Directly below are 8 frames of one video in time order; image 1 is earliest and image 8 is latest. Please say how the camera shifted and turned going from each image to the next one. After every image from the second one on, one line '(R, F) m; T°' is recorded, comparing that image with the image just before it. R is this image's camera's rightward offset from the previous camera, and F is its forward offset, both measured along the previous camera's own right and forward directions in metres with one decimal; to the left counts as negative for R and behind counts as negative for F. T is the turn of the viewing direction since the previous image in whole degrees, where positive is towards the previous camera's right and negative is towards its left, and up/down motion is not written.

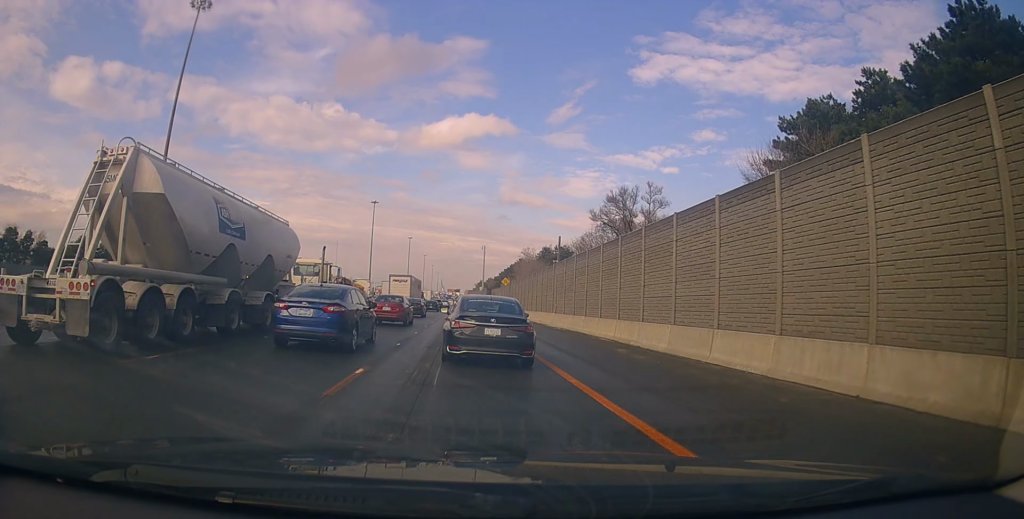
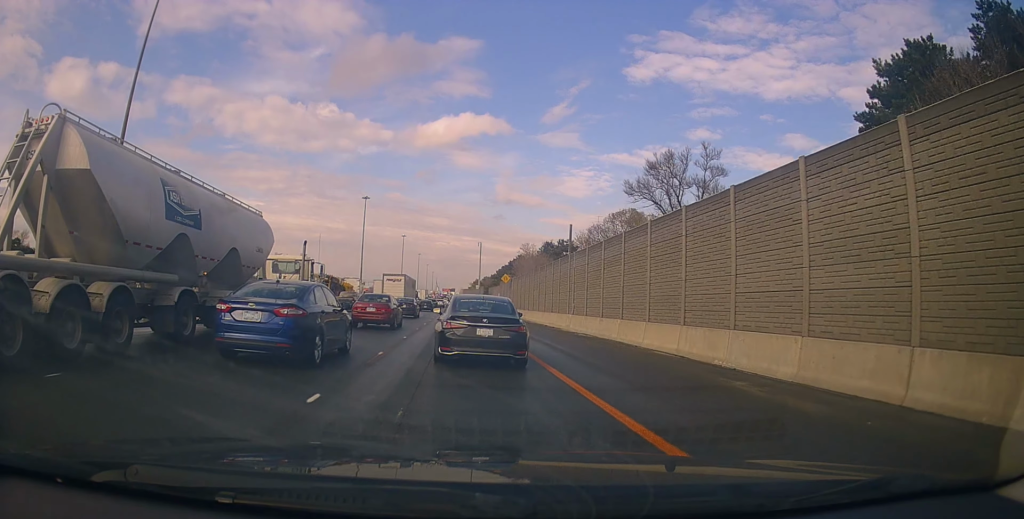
(+0.3, +8.8) m; +4°
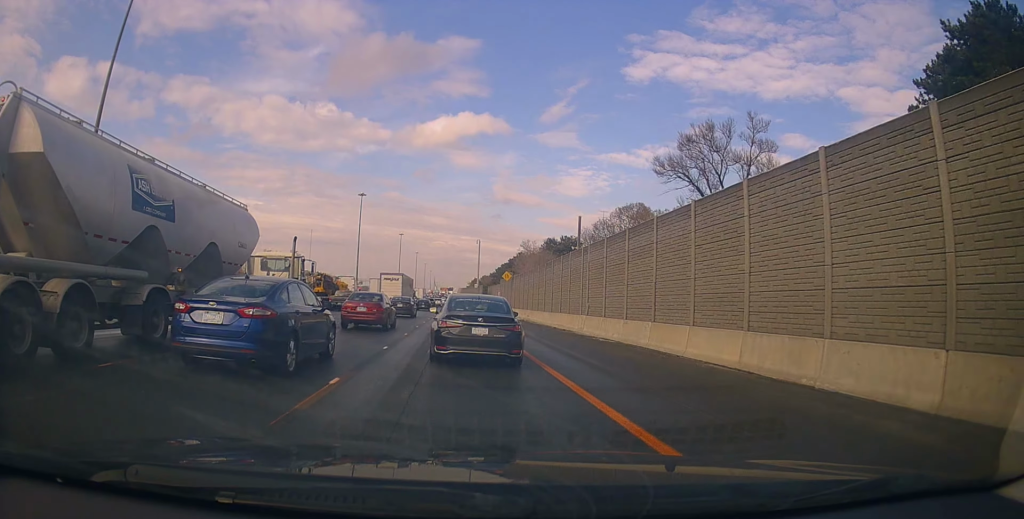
(+0.5, +4.8) m; +1°
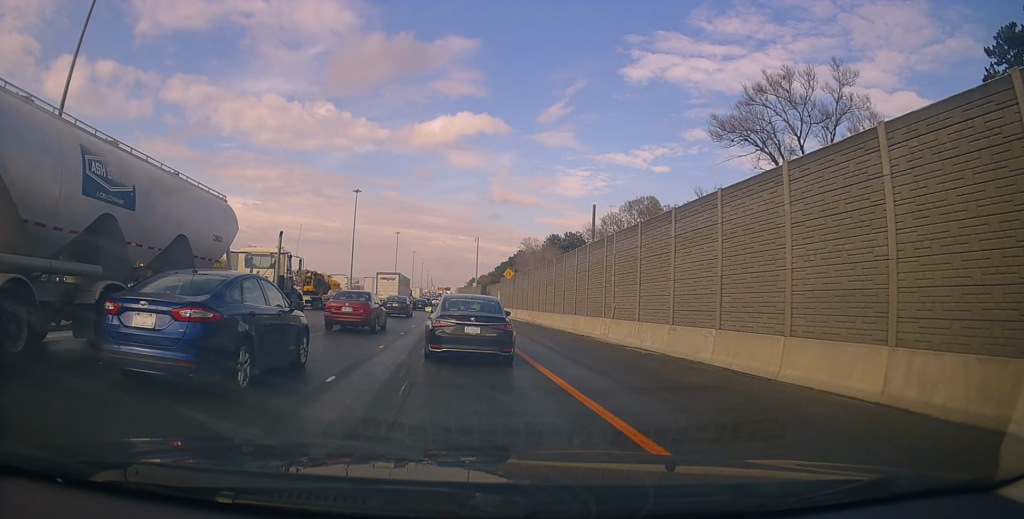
(-0.5, +6.0) m; -3°
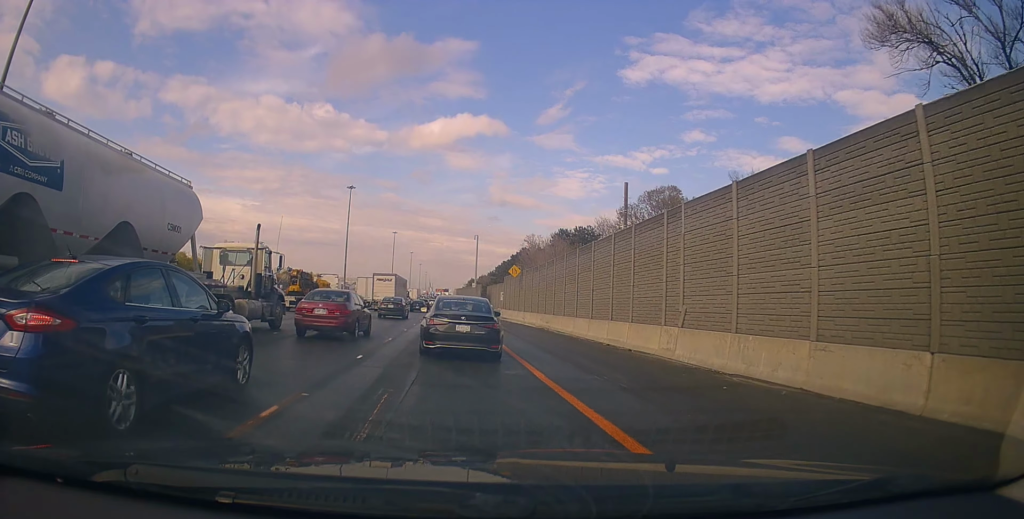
(-0.2, +9.0) m; 0°
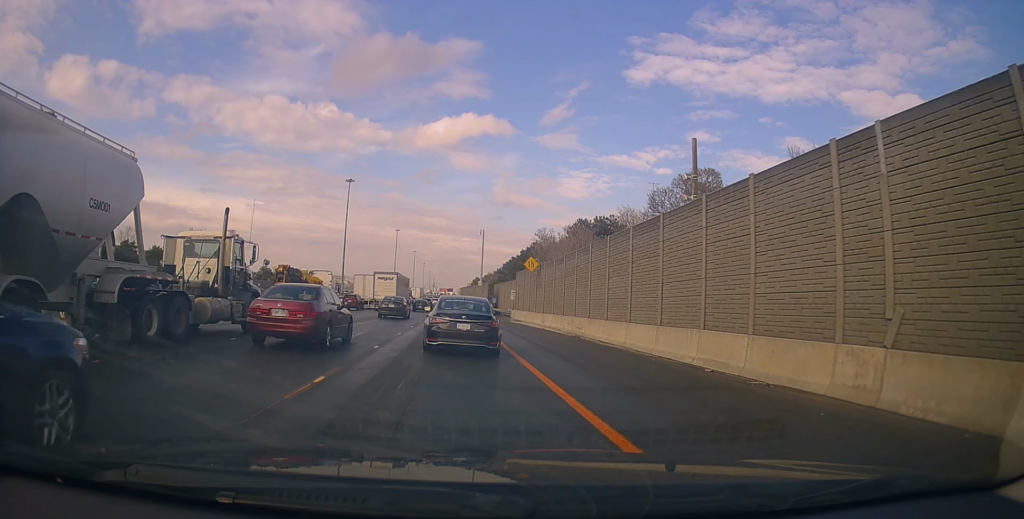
(+0.2, +9.6) m; +2°
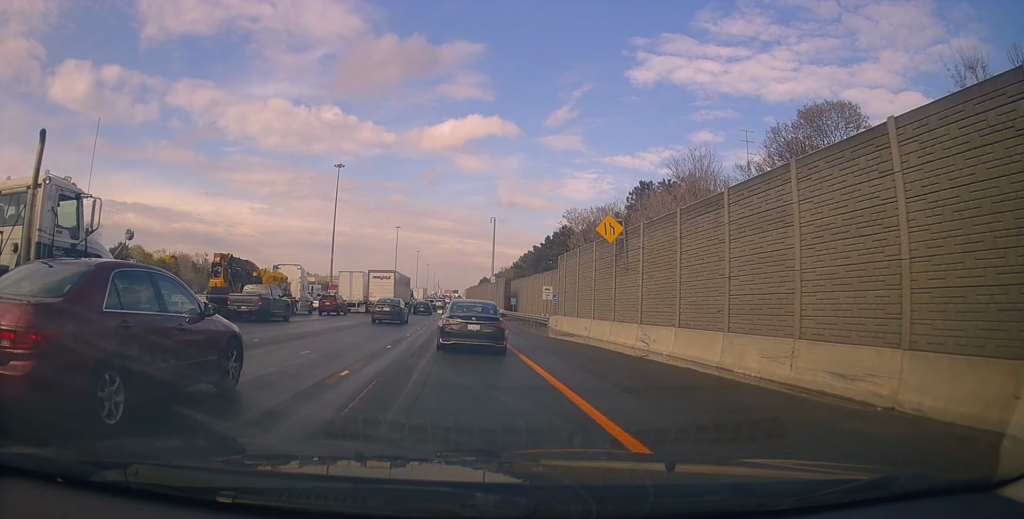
(-0.4, +23.4) m; -2°
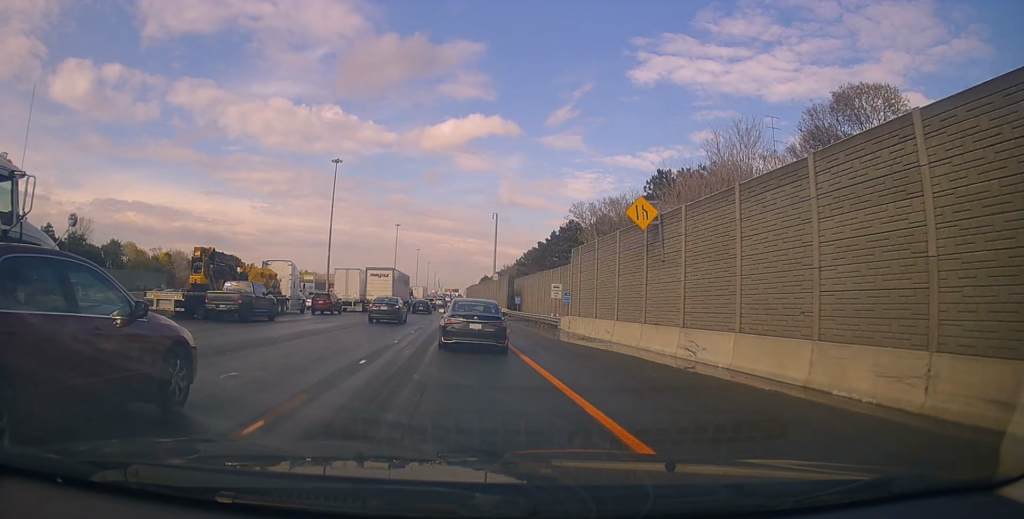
(0.0, +4.5) m; +1°
